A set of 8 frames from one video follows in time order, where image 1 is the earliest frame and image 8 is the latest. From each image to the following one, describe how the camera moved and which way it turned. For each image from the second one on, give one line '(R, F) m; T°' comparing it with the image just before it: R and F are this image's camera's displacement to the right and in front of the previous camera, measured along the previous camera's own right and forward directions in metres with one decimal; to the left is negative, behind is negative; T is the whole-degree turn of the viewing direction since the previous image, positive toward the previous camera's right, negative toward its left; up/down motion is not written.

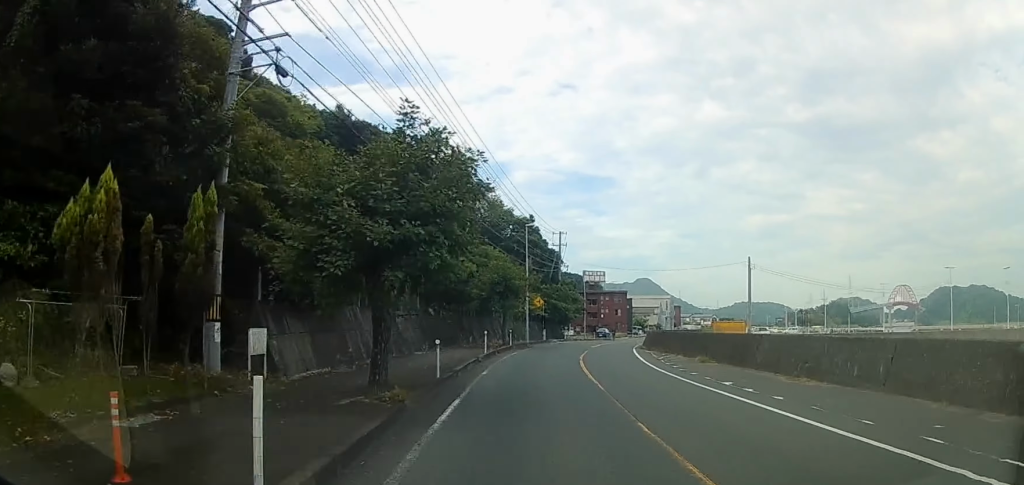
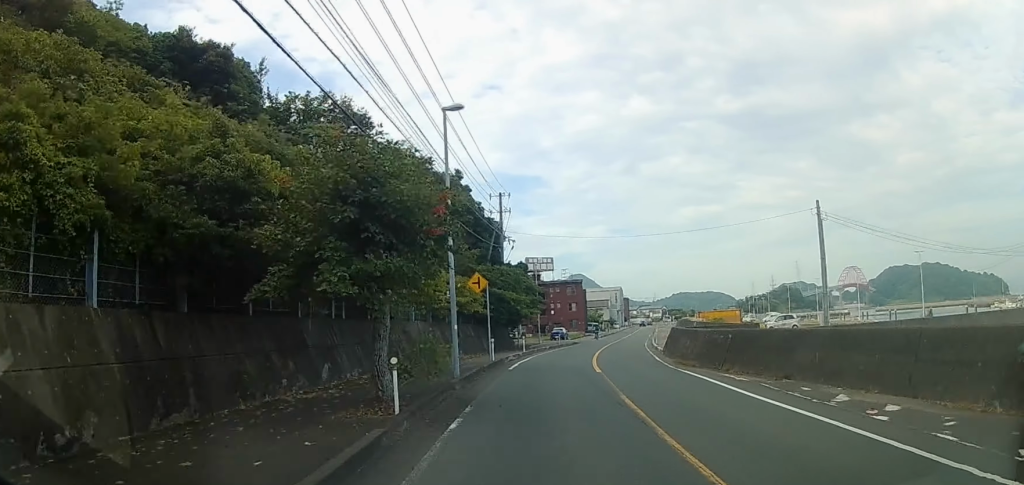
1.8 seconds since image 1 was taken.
(+0.7, +23.2) m; +6°
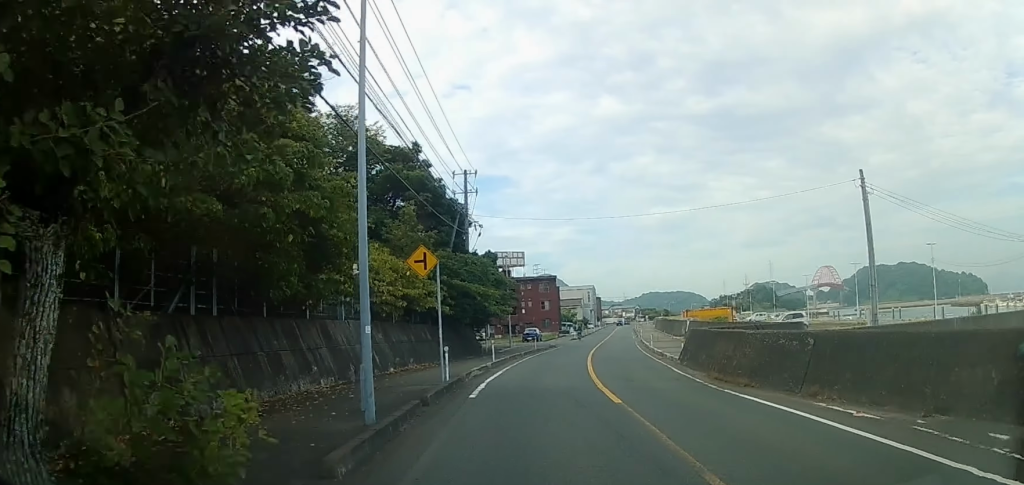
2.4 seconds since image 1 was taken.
(+0.2, +8.0) m; +3°
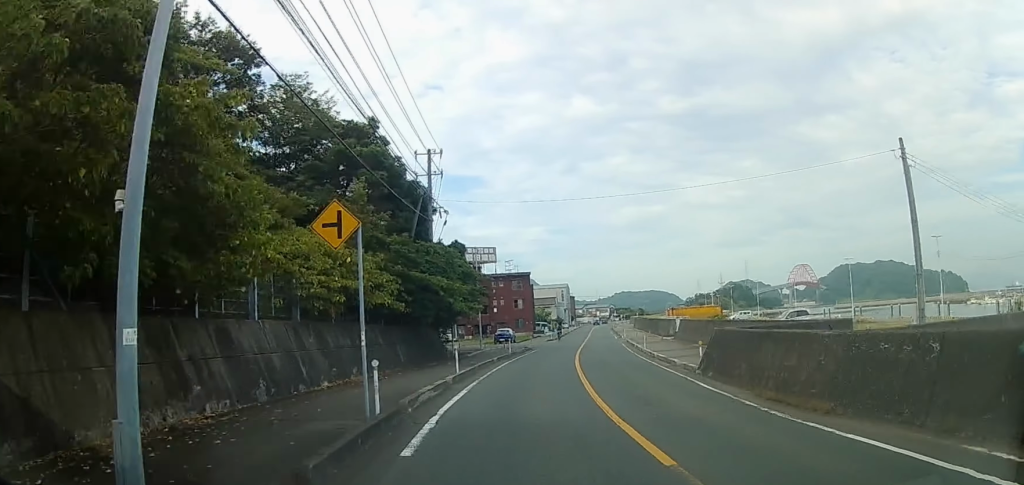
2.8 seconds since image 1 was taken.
(-0.1, +5.8) m; +2°
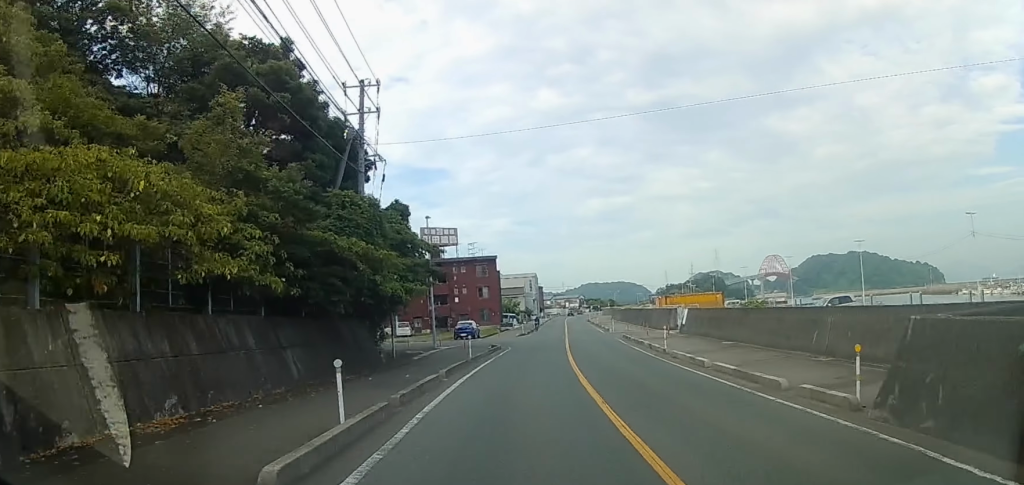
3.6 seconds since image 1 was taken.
(+0.5, +11.0) m; +4°
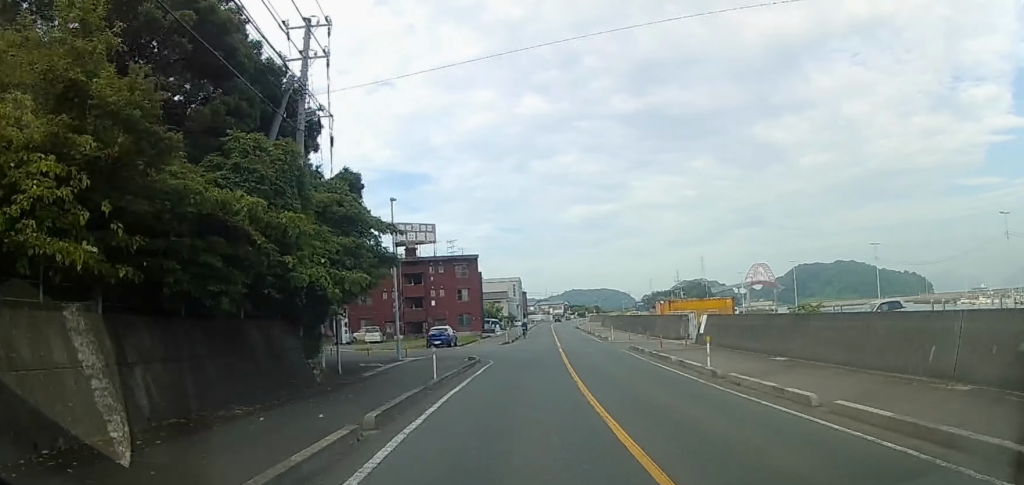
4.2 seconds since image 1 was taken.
(+0.2, +7.0) m; +2°
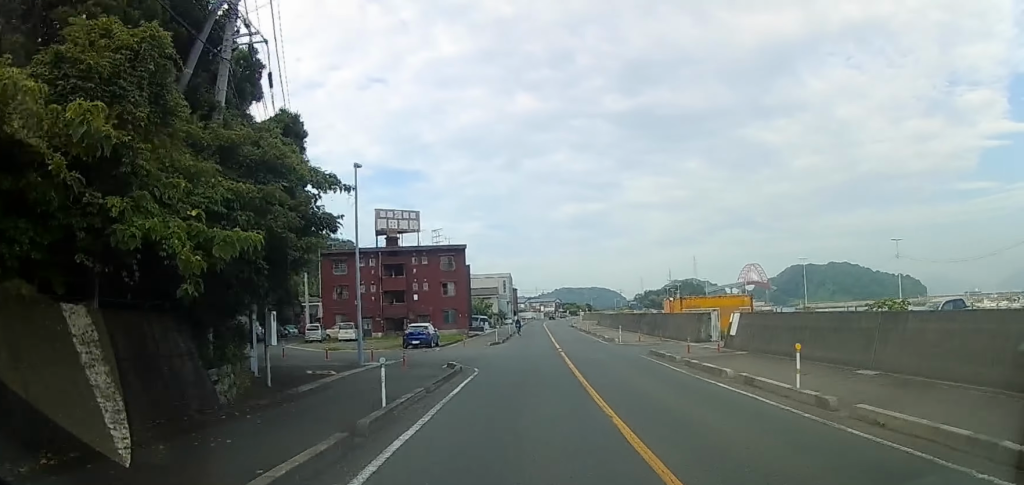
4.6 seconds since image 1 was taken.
(+0.1, +5.6) m; +1°
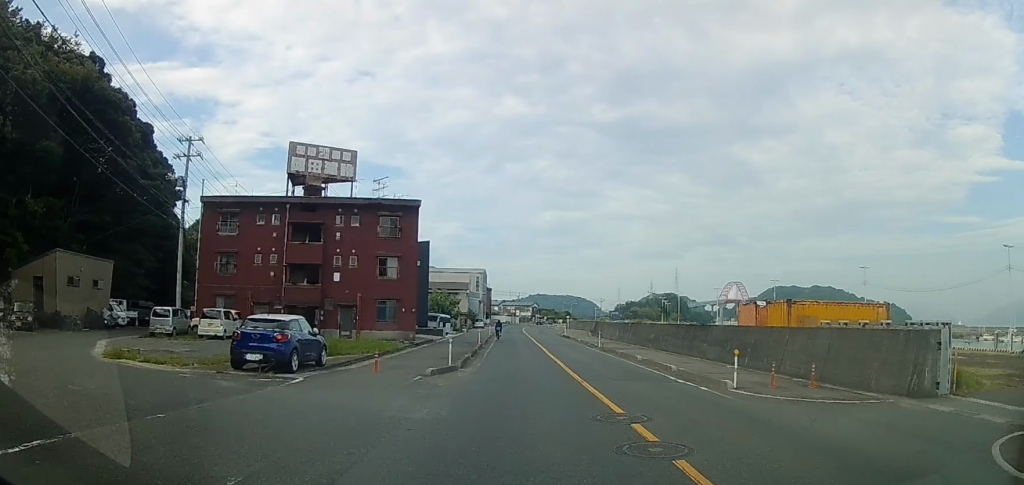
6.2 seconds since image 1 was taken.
(+0.7, +20.8) m; +3°
